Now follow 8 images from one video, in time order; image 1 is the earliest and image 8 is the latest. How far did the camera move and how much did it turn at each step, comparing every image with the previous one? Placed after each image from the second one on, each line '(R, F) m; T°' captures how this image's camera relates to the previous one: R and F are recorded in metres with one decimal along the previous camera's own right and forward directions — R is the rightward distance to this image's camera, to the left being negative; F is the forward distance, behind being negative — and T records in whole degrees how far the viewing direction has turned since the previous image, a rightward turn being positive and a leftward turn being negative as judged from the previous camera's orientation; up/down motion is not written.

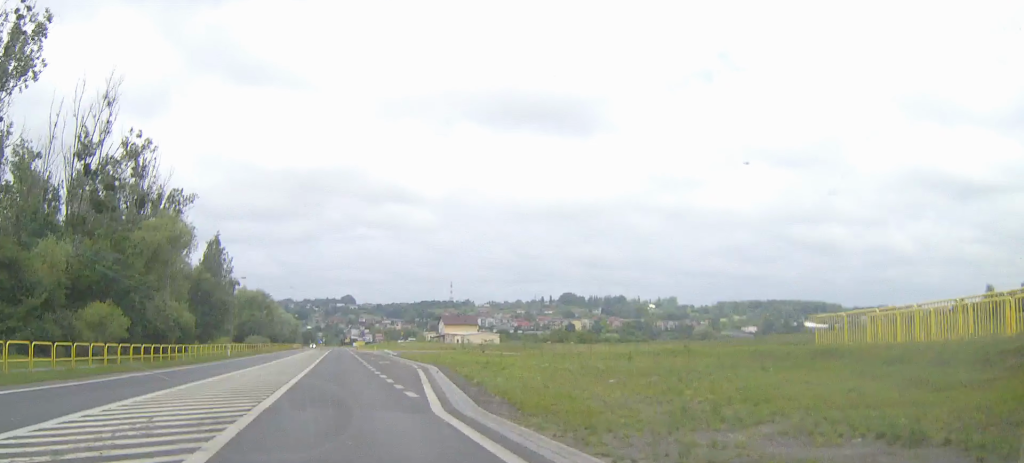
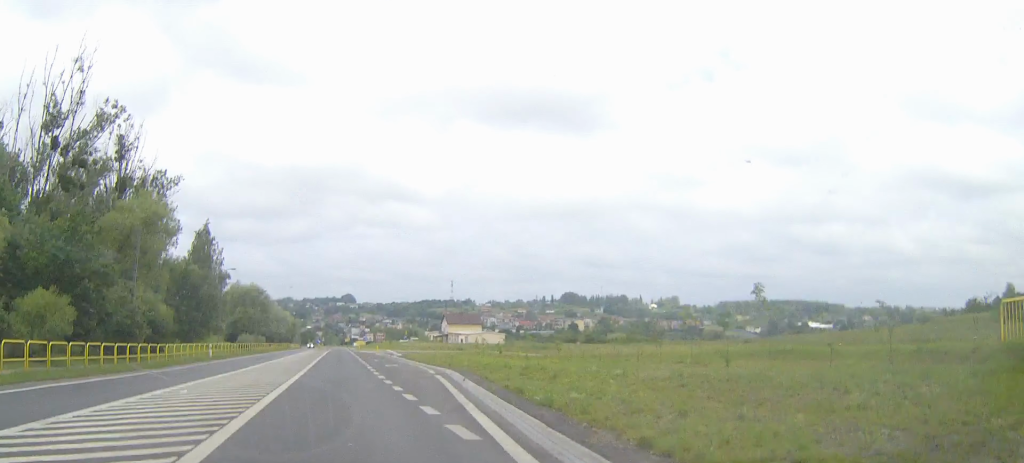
(0.0, +8.7) m; 0°
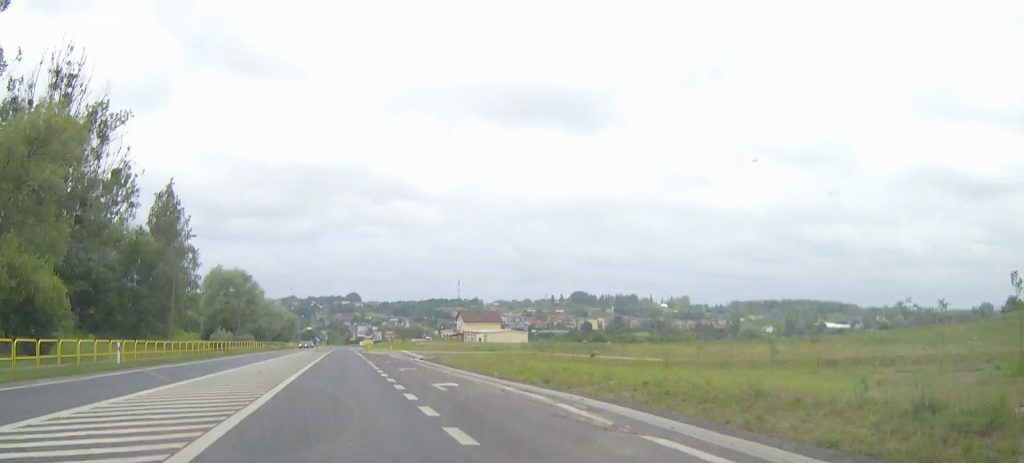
(0.0, +24.7) m; 0°
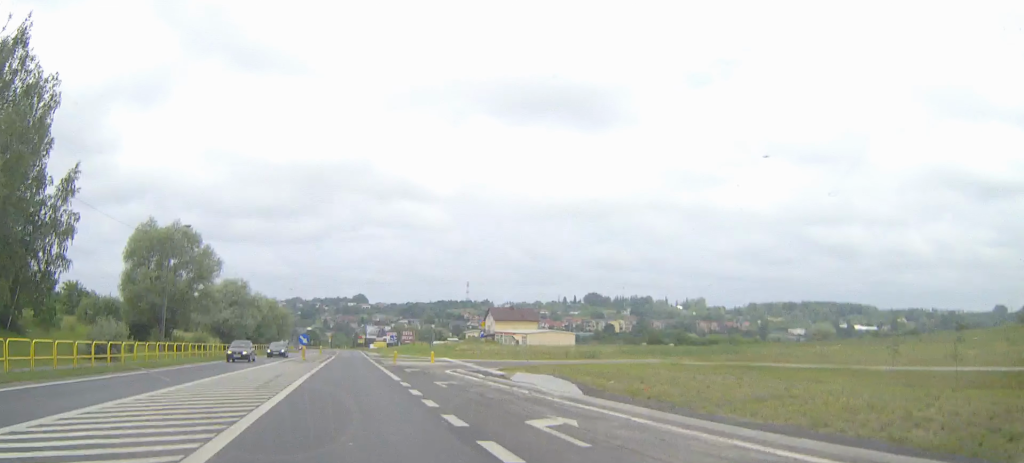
(-0.3, +41.1) m; -1°
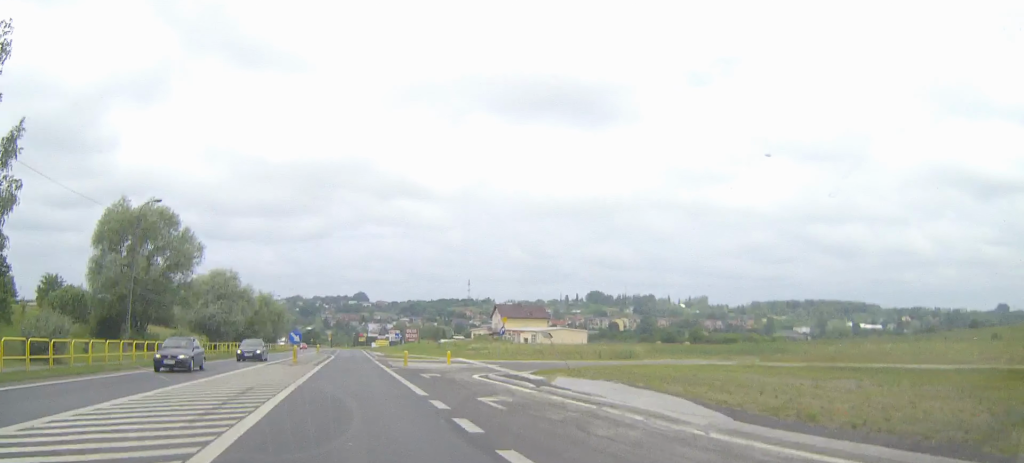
(0.0, +8.8) m; 0°
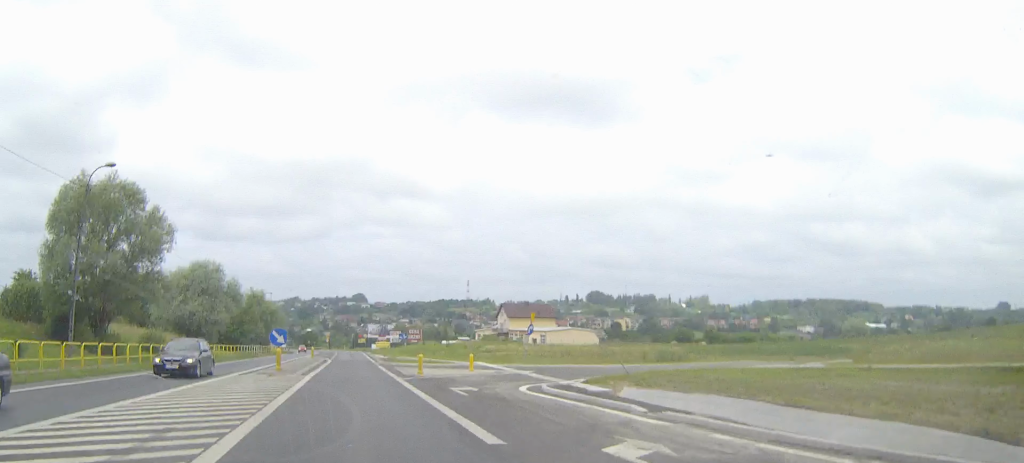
(0.0, +9.5) m; 0°
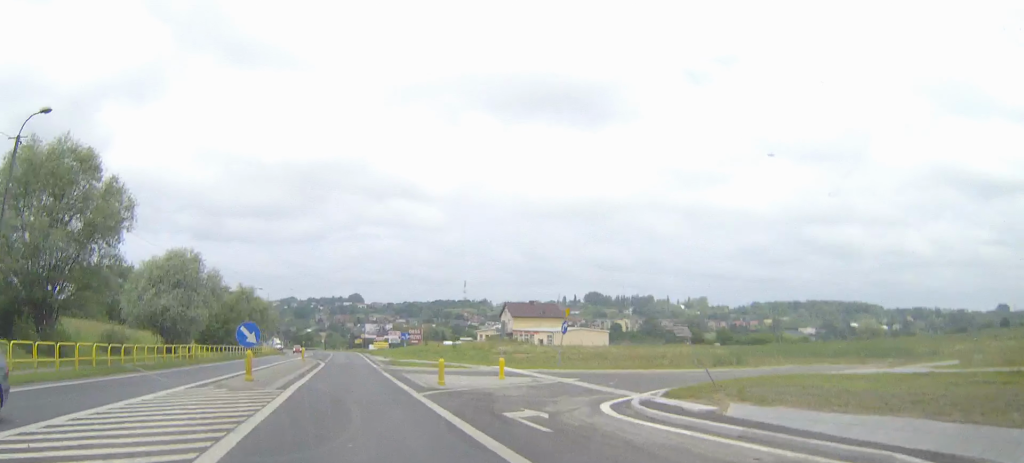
(0.0, +9.4) m; 0°
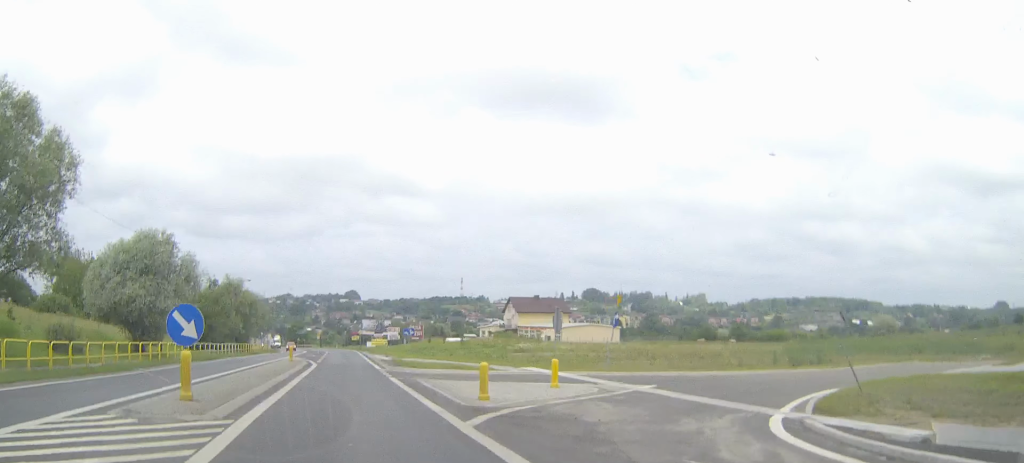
(0.0, +8.6) m; 0°
